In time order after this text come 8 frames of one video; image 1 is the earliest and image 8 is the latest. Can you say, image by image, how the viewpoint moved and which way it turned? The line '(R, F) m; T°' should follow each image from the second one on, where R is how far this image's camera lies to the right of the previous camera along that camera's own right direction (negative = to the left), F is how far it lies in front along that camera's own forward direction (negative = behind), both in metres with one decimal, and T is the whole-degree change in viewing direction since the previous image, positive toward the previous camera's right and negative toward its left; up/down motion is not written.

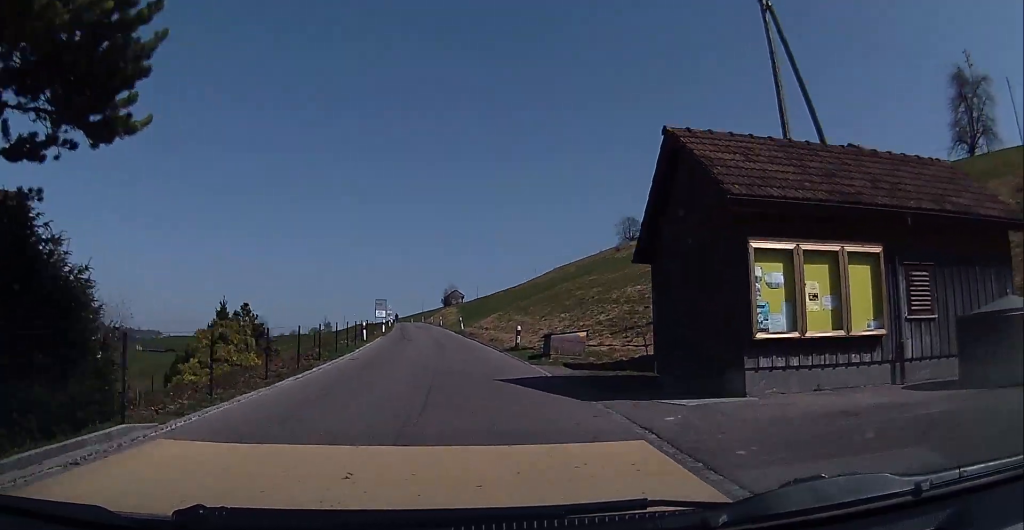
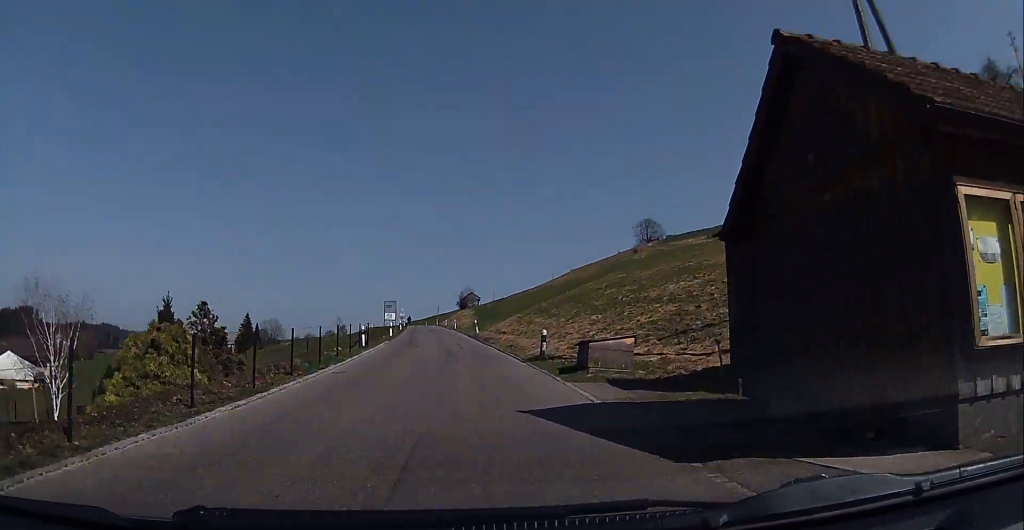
(0.0, +3.8) m; +4°
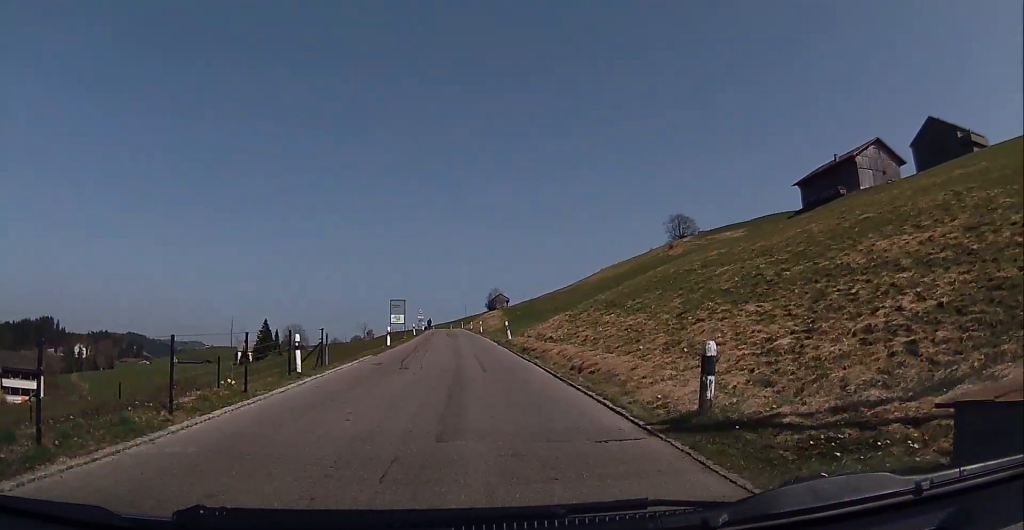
(+1.0, +11.8) m; +7°
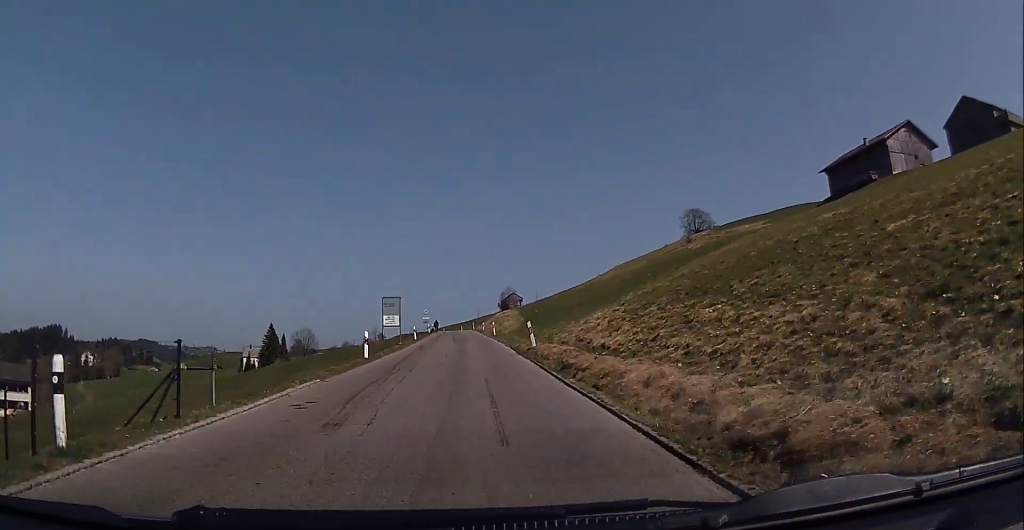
(+0.3, +8.5) m; -2°
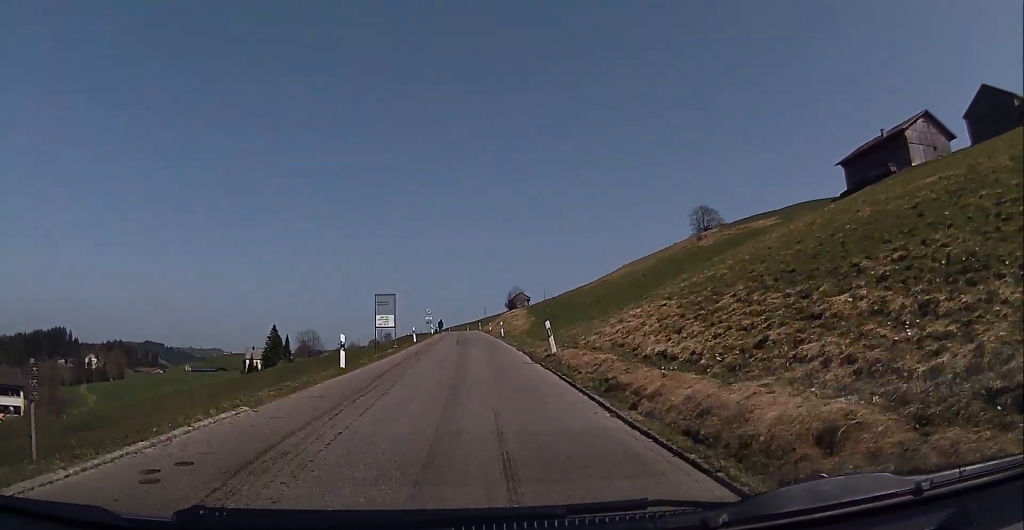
(-0.3, +4.9) m; -2°
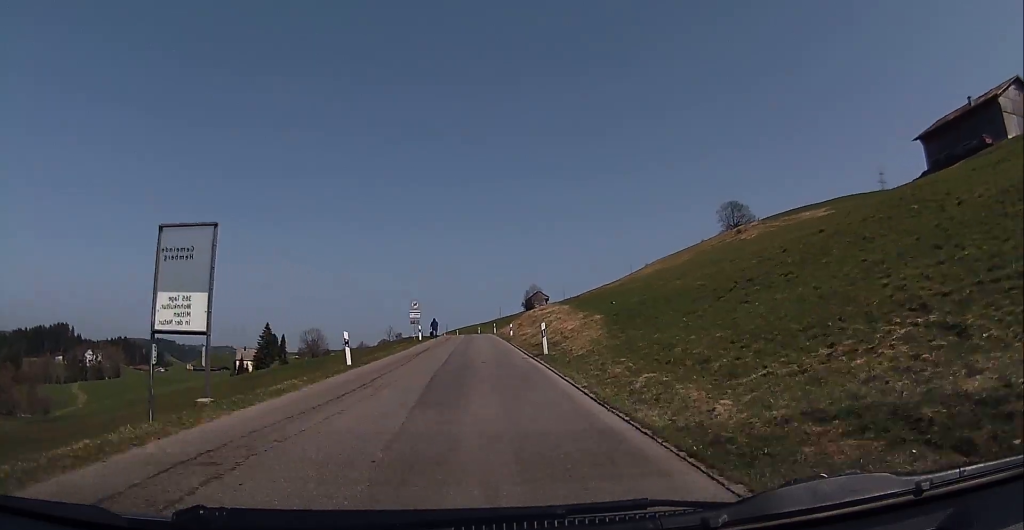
(-1.2, +24.3) m; -2°
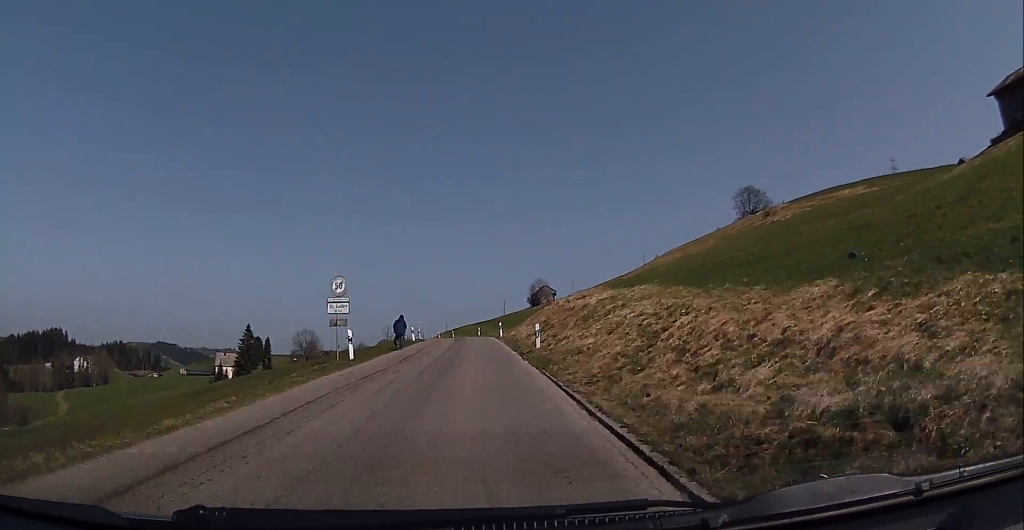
(+0.1, +22.4) m; 0°
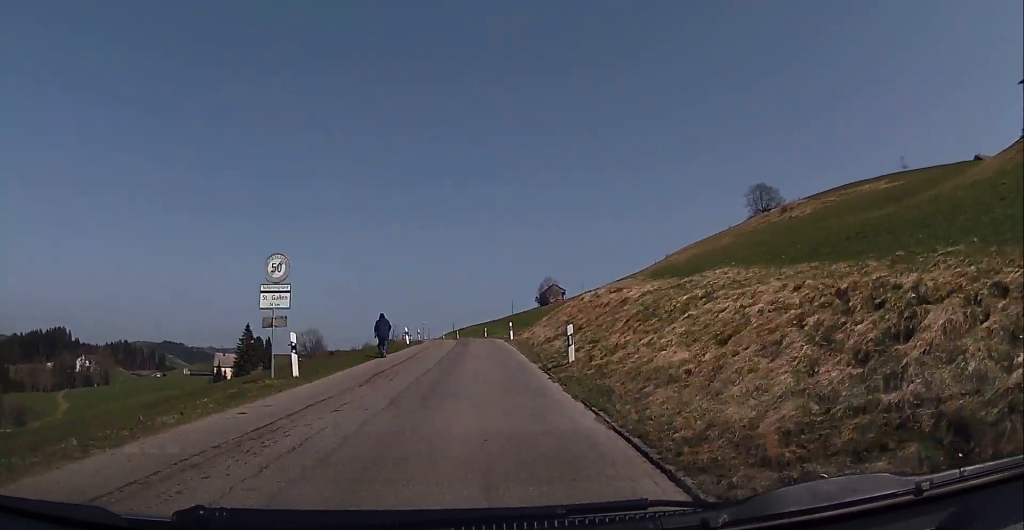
(+0.3, +7.1) m; -1°
